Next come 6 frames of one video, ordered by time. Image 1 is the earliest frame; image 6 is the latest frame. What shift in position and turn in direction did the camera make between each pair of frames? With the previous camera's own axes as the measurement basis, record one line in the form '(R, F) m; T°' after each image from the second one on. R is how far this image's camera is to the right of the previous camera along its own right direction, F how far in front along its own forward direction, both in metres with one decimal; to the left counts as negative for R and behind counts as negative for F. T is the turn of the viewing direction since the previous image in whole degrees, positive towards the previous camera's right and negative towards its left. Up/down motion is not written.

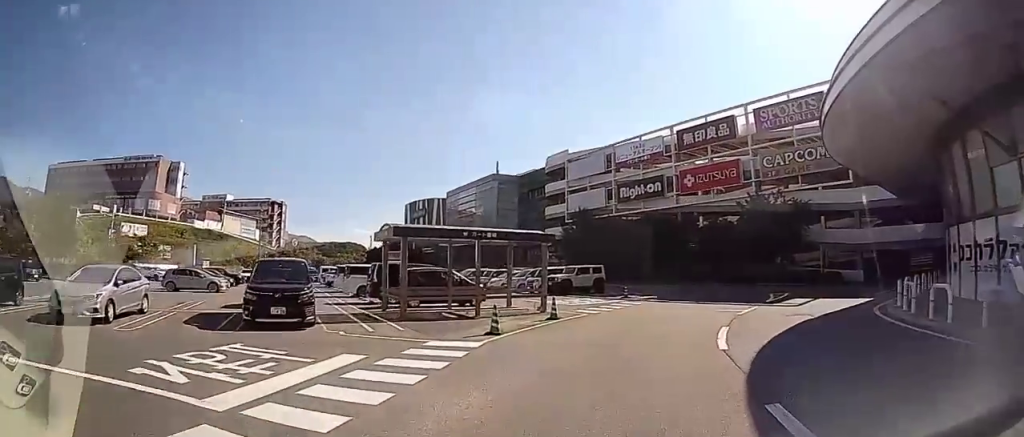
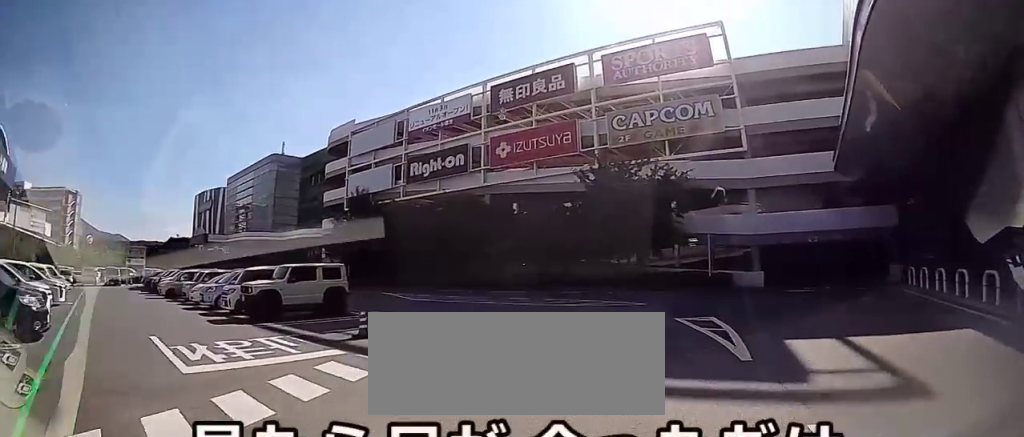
(+0.1, +10.8) m; +3°
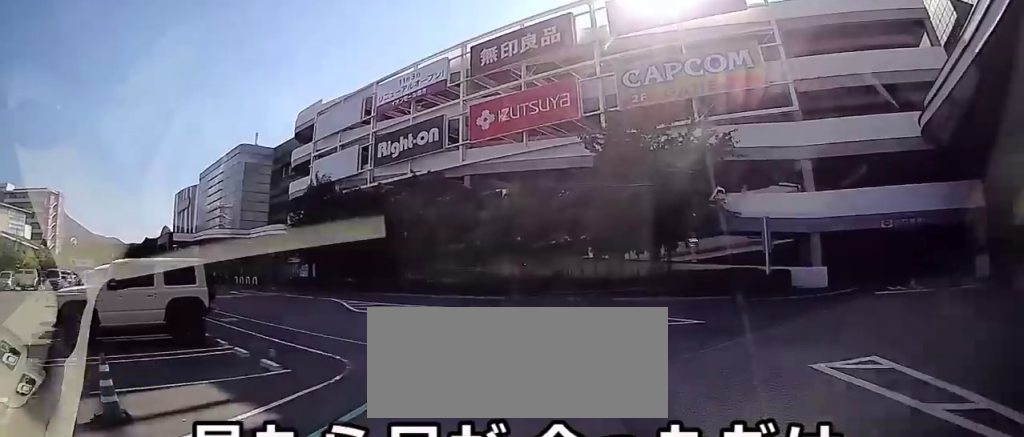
(+0.3, +6.1) m; +6°
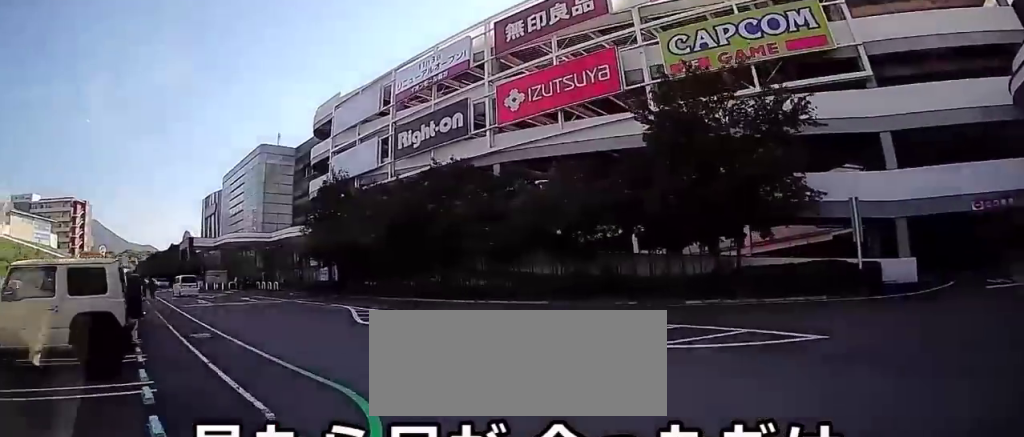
(+0.2, +3.1) m; +2°
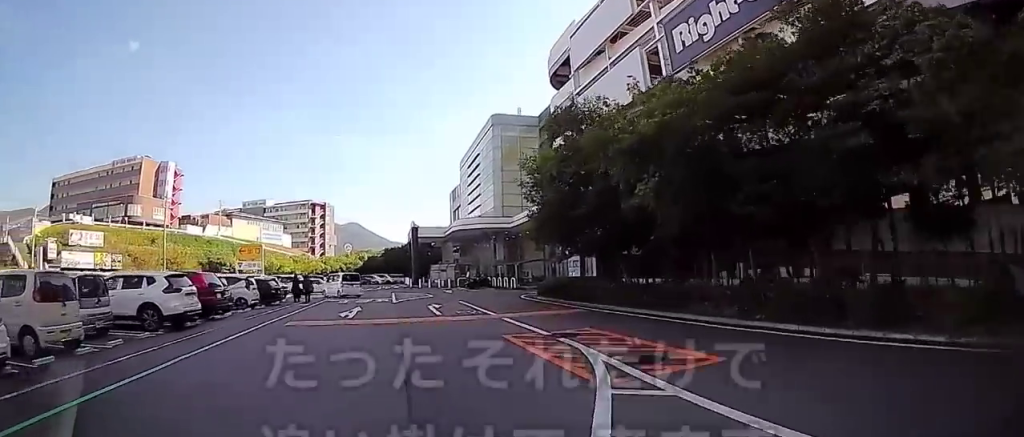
(+0.3, +12.9) m; -4°
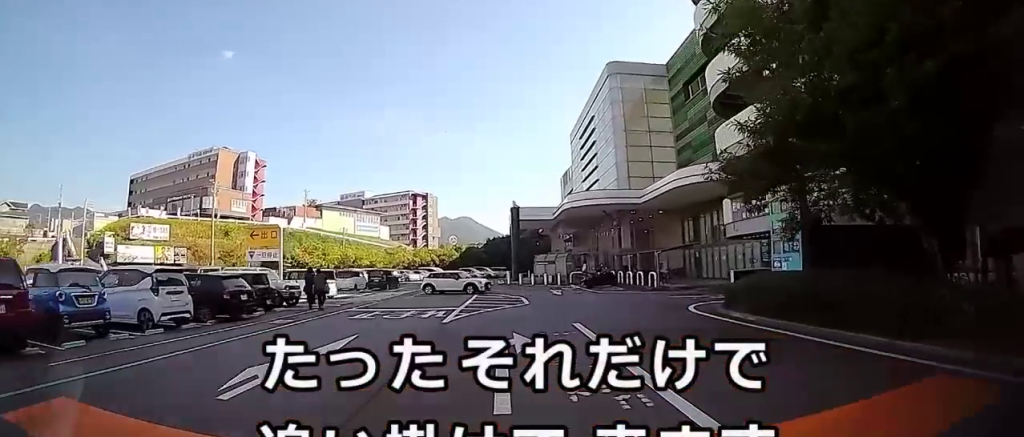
(-1.9, +8.6) m; -24°
